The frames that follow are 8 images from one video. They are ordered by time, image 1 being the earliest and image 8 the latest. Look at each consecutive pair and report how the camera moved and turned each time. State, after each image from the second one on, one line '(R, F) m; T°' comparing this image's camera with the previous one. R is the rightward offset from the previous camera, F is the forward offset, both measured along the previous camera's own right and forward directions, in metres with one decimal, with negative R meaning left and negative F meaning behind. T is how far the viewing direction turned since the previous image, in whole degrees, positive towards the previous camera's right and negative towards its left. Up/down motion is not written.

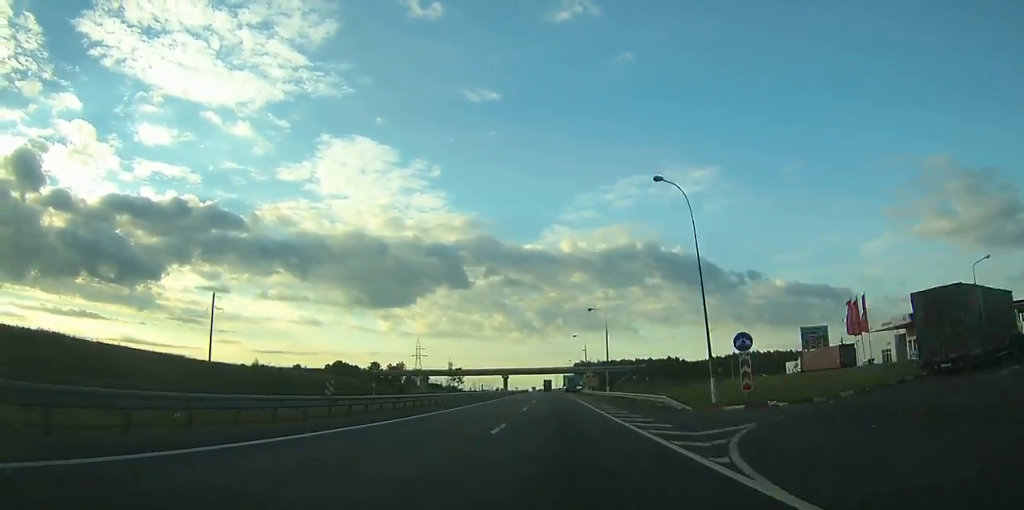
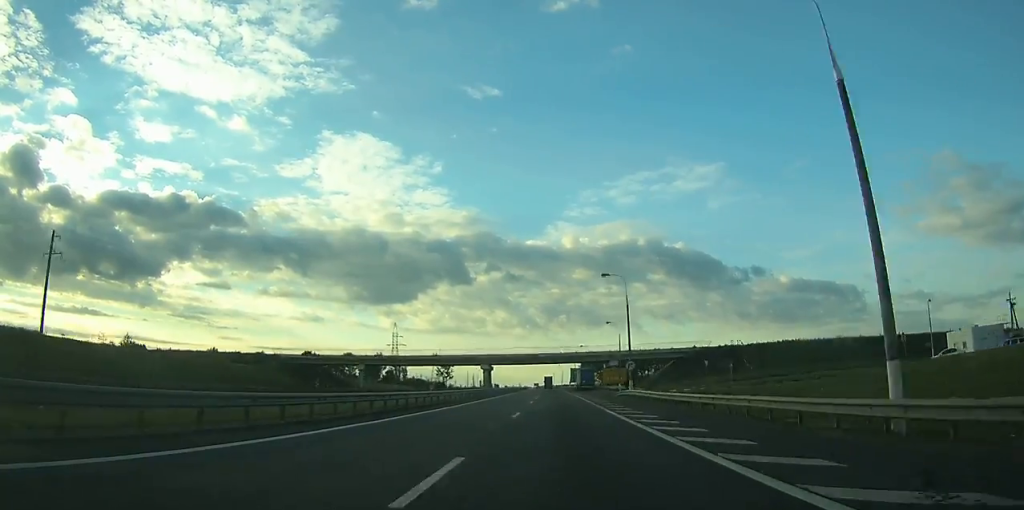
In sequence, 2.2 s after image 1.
(-0.3, +55.9) m; -1°
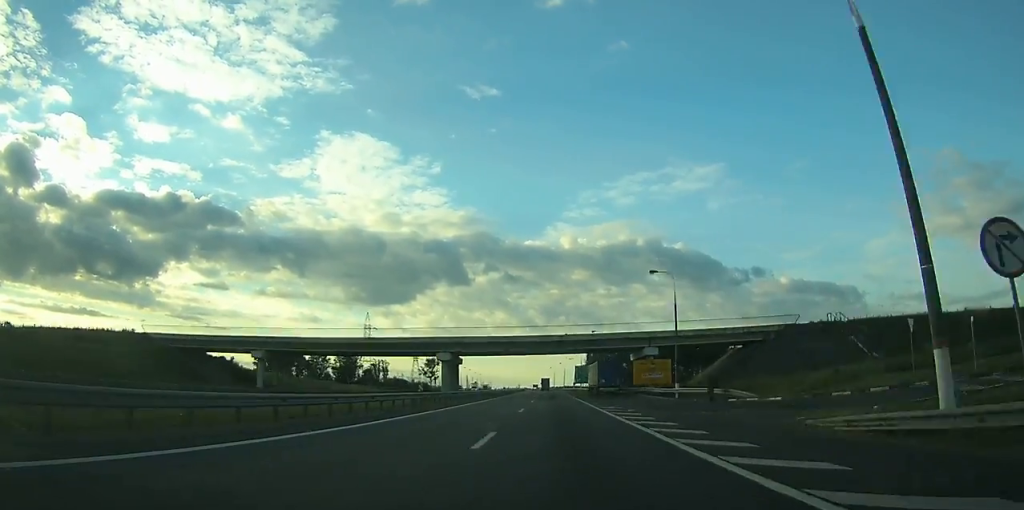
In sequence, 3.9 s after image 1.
(-0.1, +45.0) m; 0°
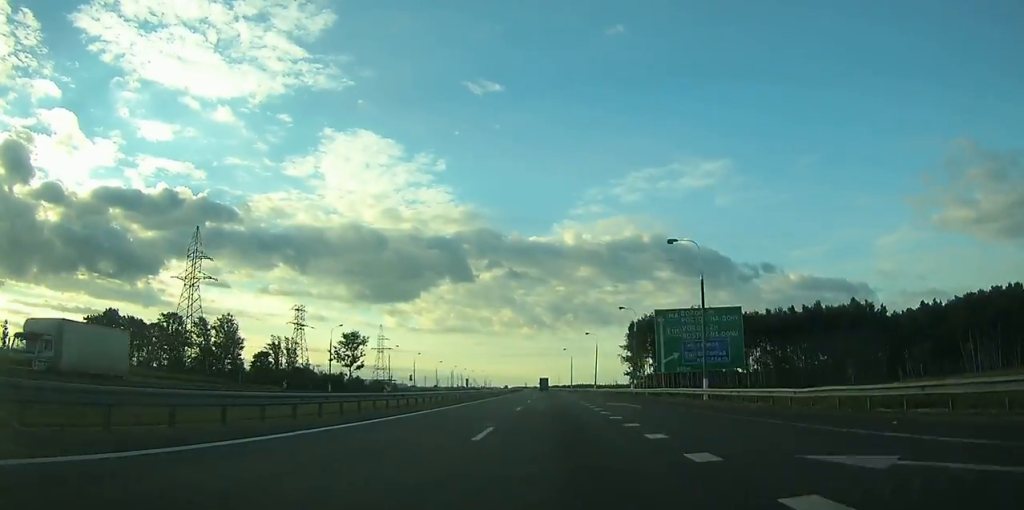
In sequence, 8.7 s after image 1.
(-1.1, +130.0) m; -1°
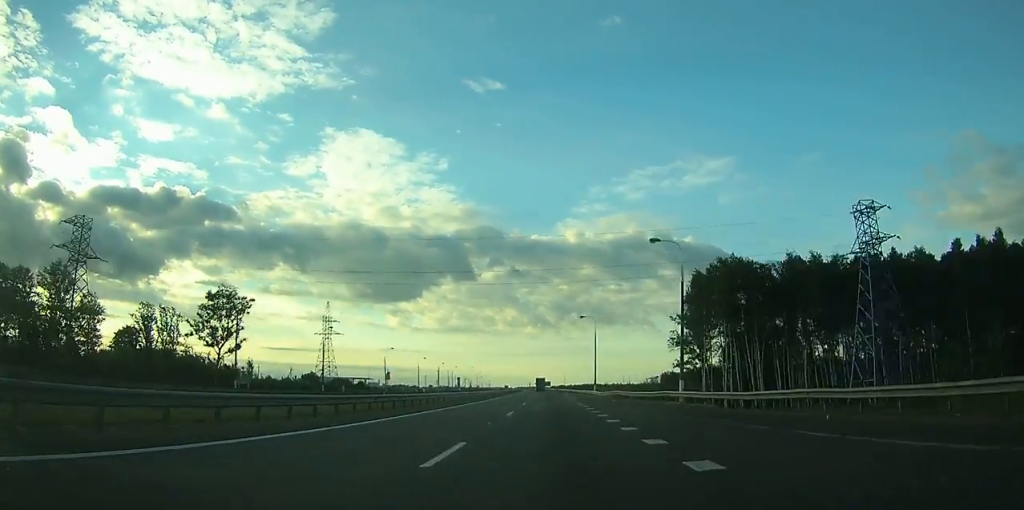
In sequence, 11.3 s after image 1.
(-0.2, +68.4) m; -1°
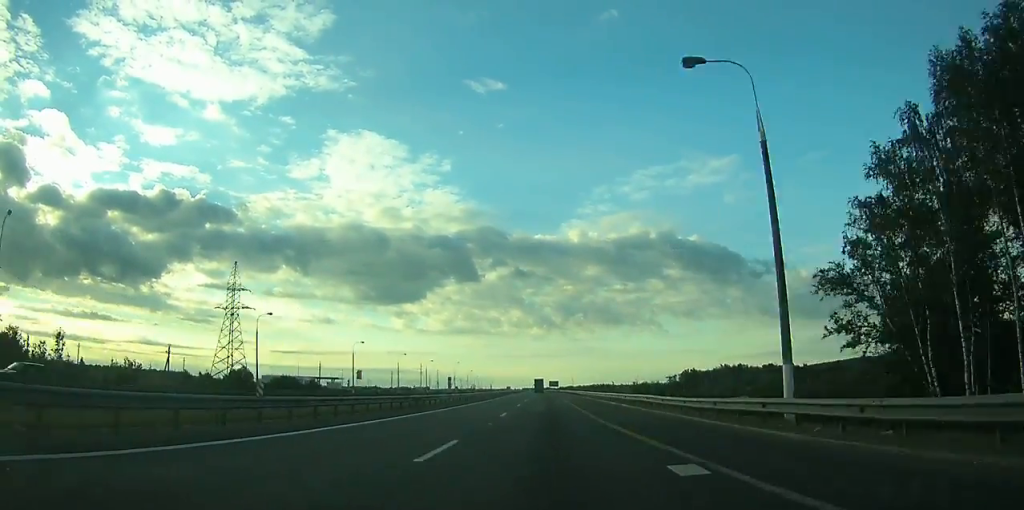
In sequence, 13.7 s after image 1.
(-0.5, +63.0) m; -1°
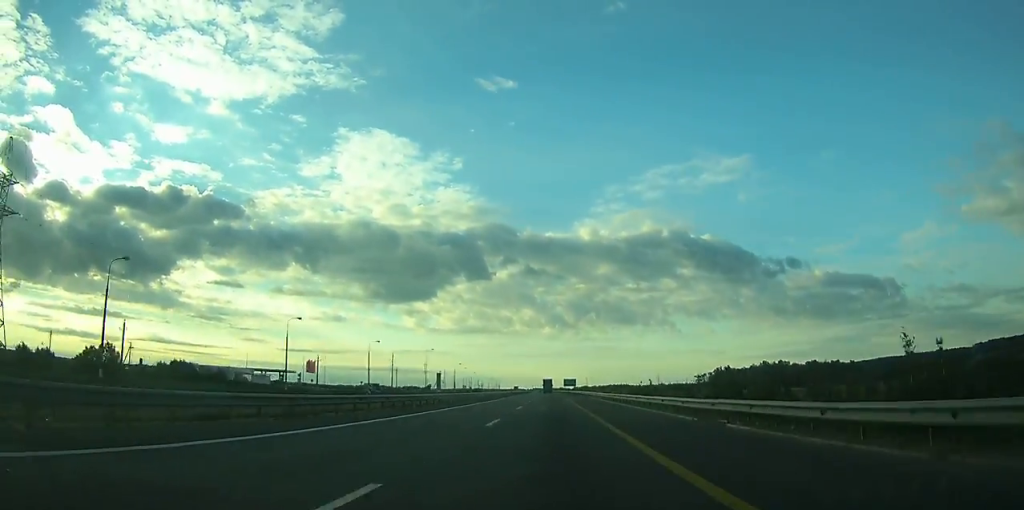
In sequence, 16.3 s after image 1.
(-0.5, +67.4) m; -1°
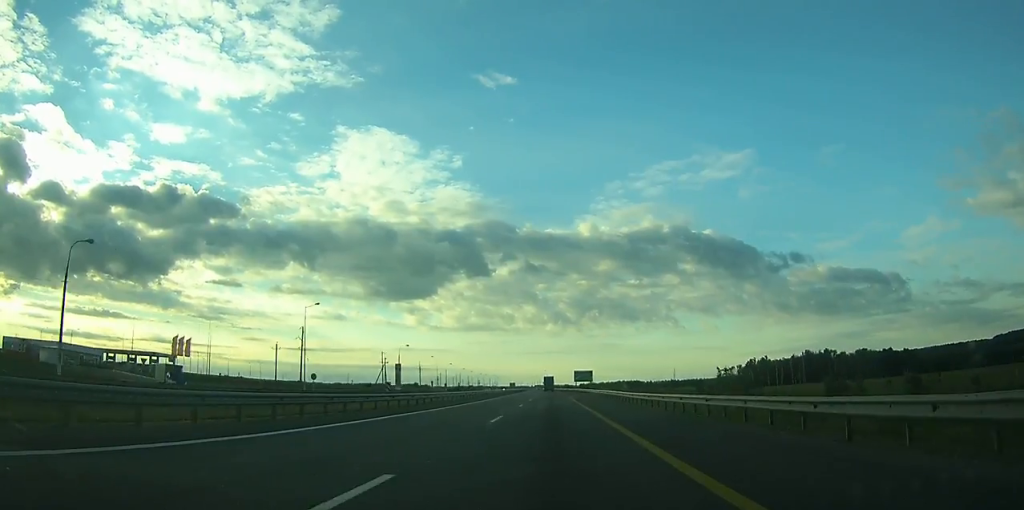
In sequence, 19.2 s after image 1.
(-0.4, +76.5) m; -1°
